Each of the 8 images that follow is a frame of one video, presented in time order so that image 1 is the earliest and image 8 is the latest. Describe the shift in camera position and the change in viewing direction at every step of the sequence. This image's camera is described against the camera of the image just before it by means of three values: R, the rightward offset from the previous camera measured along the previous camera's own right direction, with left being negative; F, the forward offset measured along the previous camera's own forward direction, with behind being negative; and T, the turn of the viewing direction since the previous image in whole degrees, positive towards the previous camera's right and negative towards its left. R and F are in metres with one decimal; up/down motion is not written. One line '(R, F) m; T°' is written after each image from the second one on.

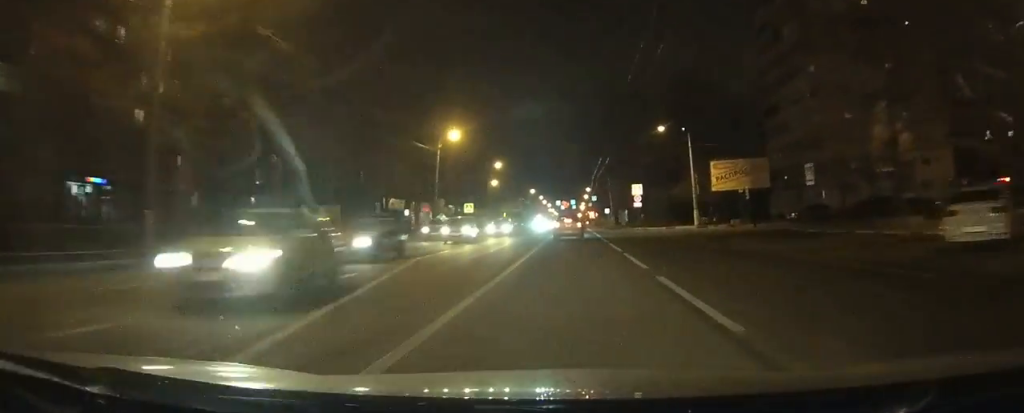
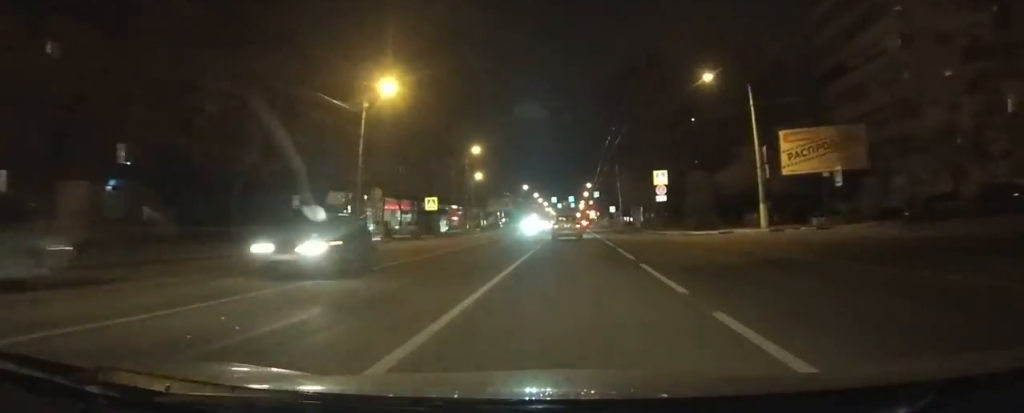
(0.0, +20.2) m; 0°
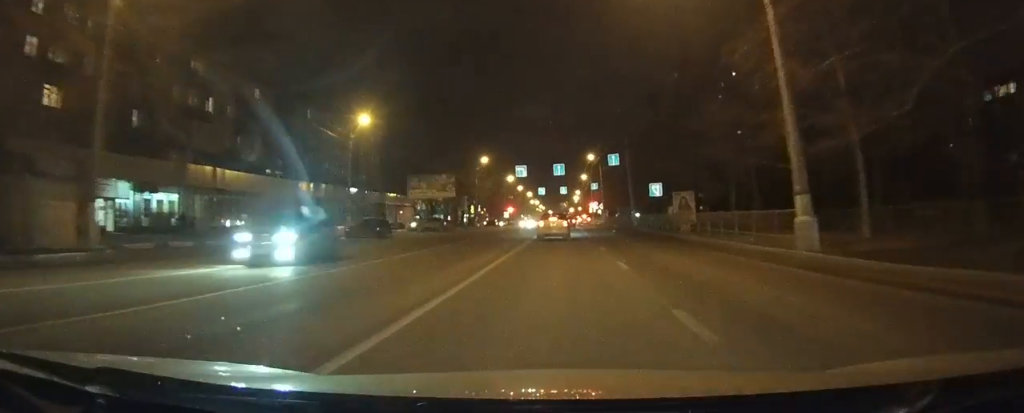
(+0.6, +58.8) m; +1°
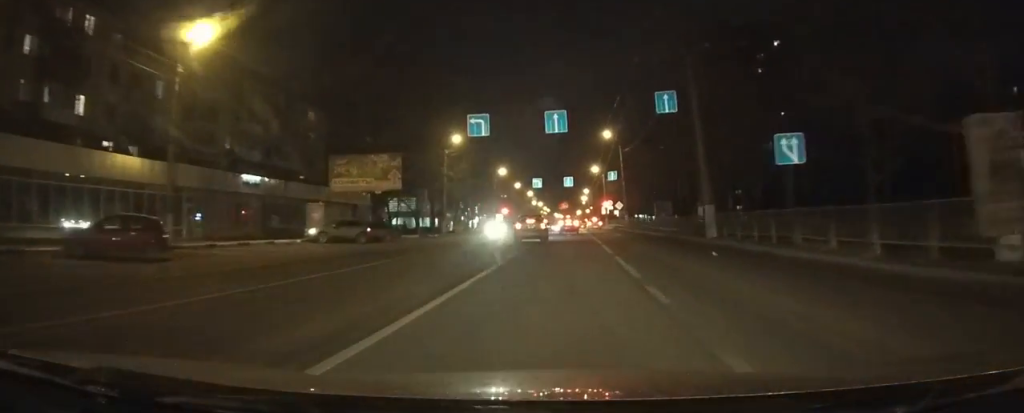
(-0.1, +24.5) m; 0°
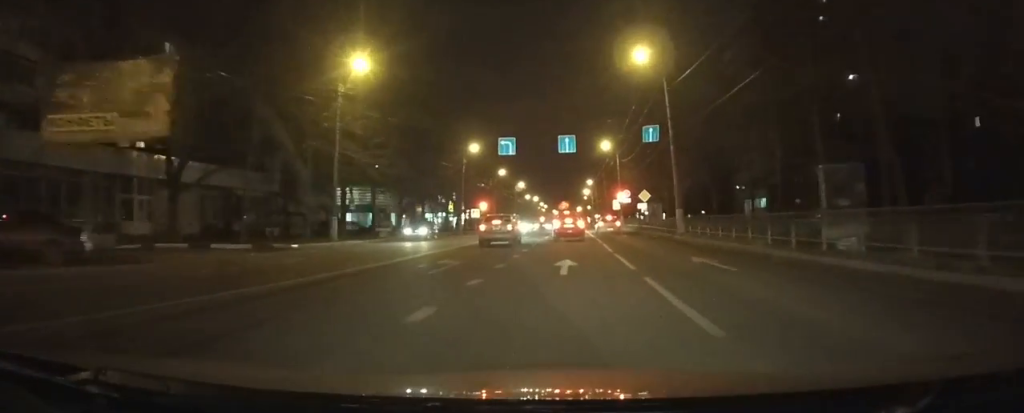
(+0.1, +25.2) m; +1°
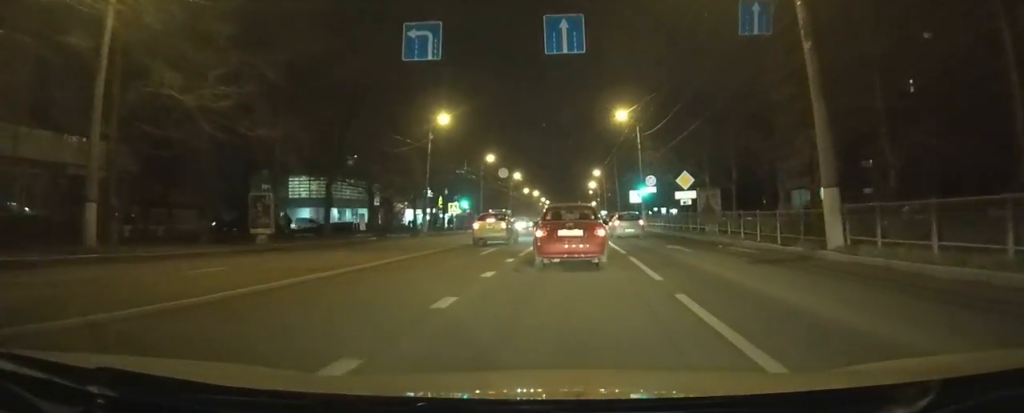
(+0.2, +18.8) m; 0°
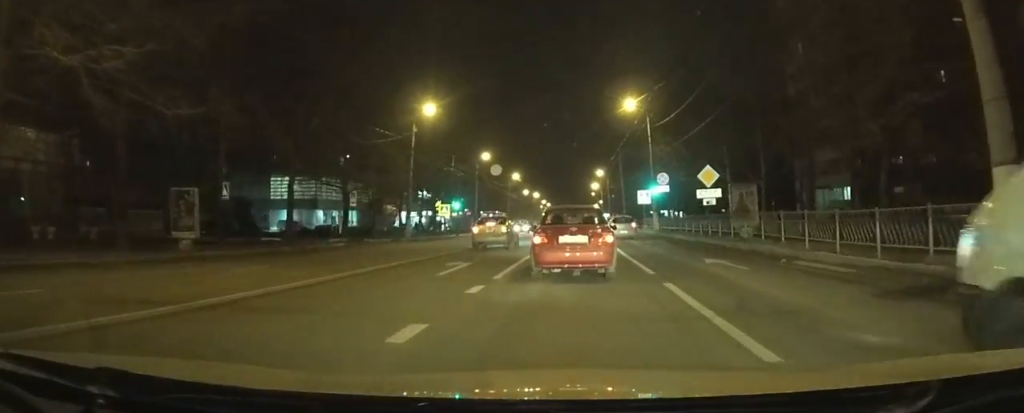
(-0.1, +10.0) m; -1°
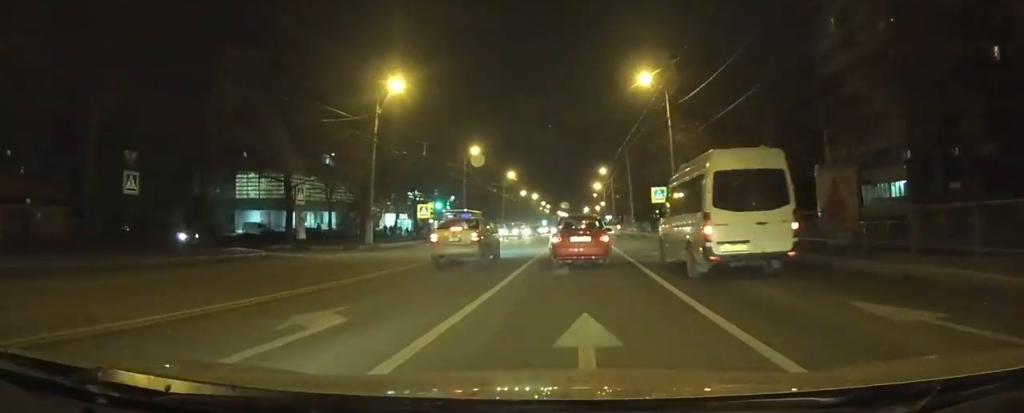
(-0.3, +15.5) m; -1°
